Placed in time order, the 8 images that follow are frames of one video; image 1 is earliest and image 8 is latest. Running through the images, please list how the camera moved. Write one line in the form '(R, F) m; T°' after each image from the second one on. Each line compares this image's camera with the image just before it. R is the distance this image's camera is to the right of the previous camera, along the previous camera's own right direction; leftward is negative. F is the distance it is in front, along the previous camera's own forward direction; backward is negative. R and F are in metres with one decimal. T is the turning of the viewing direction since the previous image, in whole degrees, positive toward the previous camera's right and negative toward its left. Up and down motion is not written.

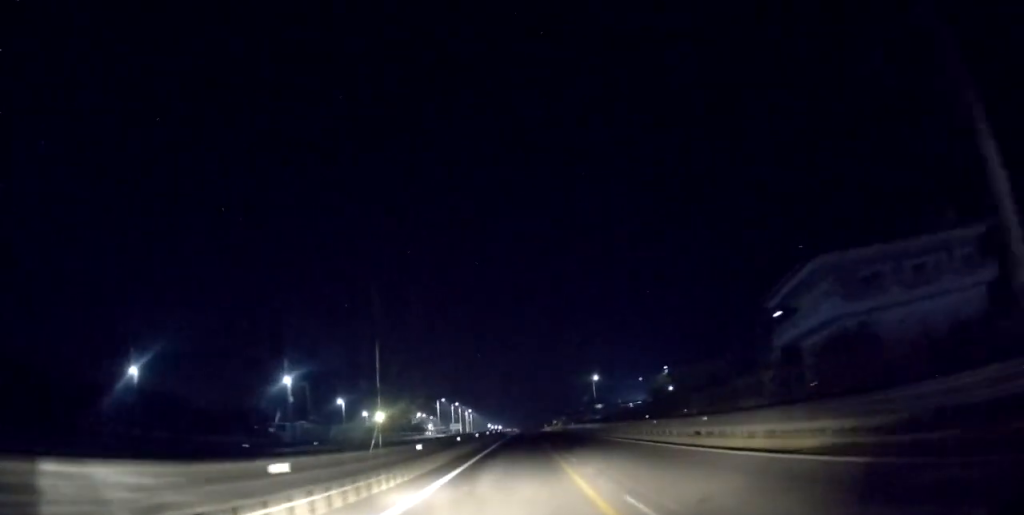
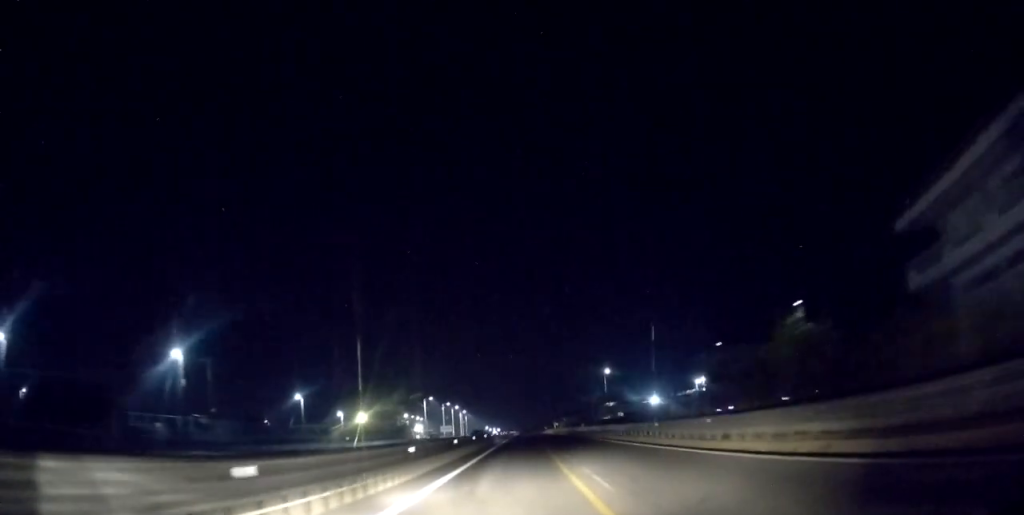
(-0.2, +18.9) m; 0°
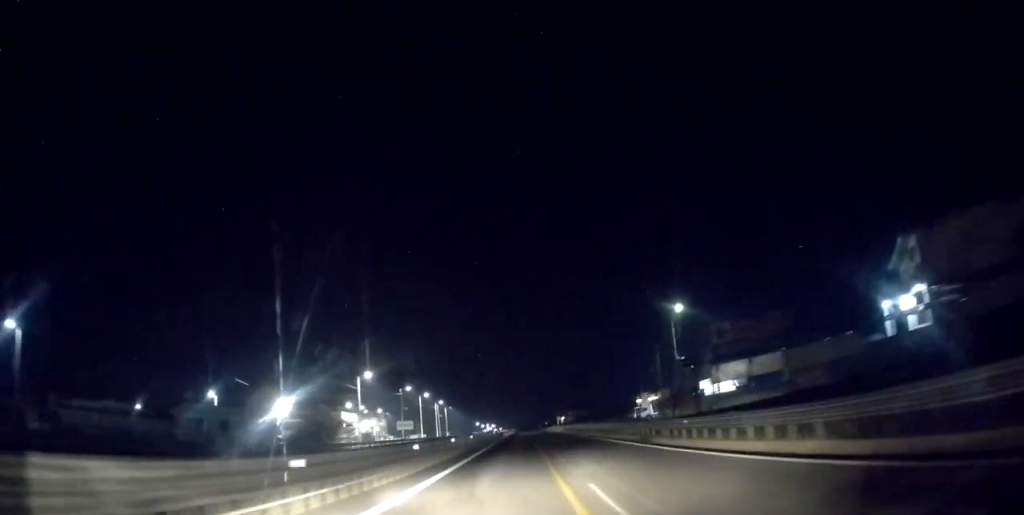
(+0.6, +52.0) m; +1°
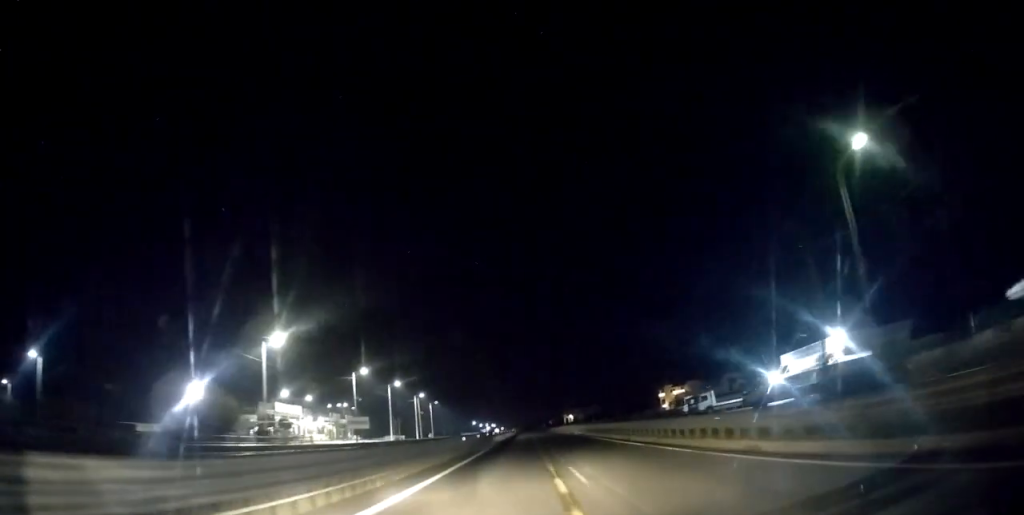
(-0.3, +32.2) m; -1°
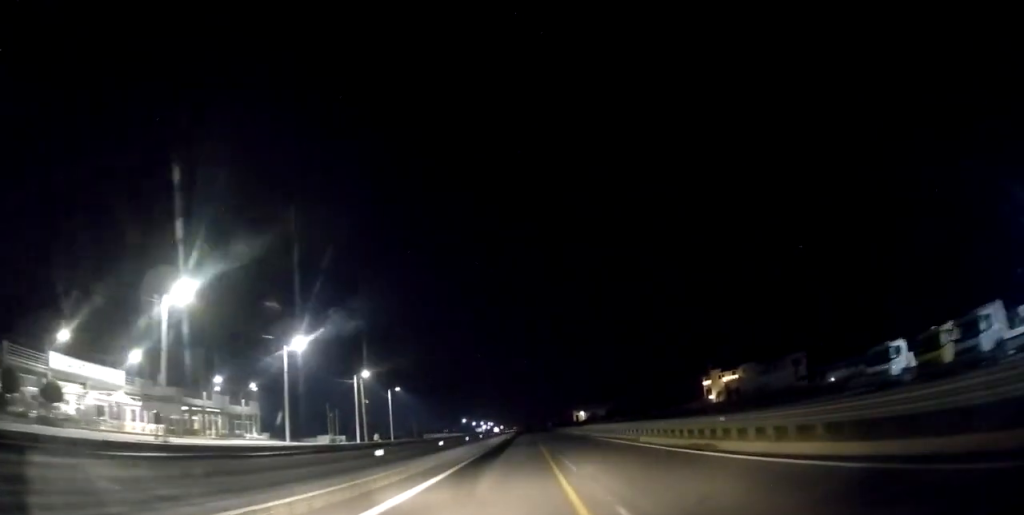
(-0.2, +44.9) m; -1°
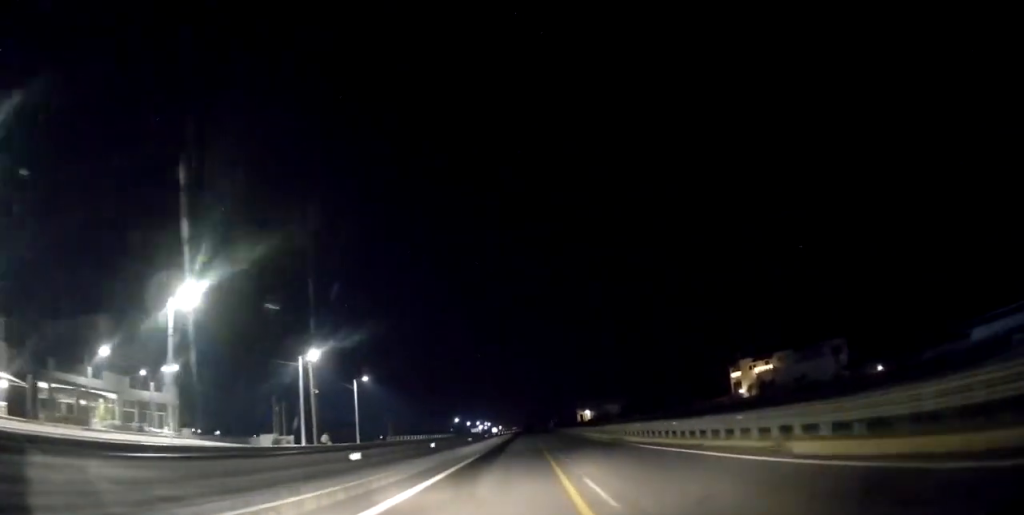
(-0.2, +19.9) m; 0°
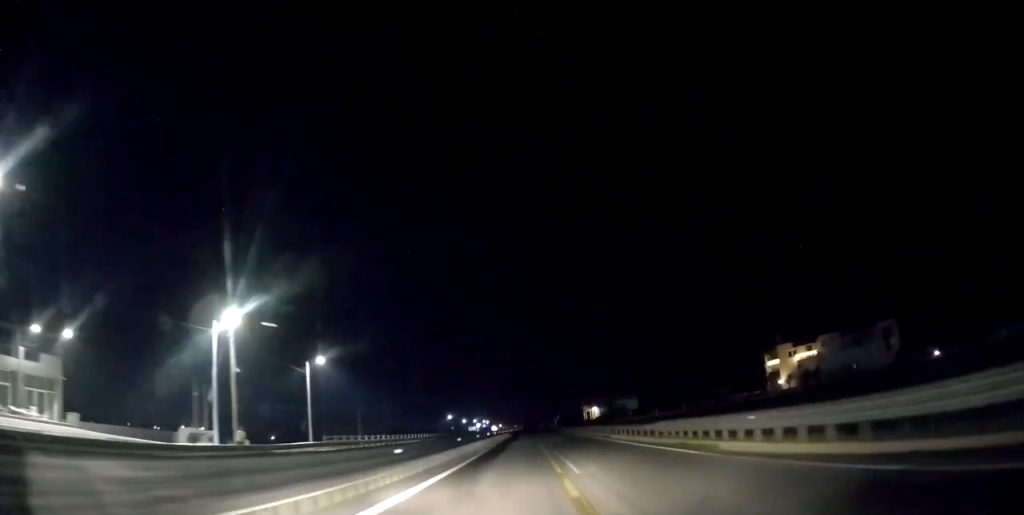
(+0.2, +18.8) m; 0°
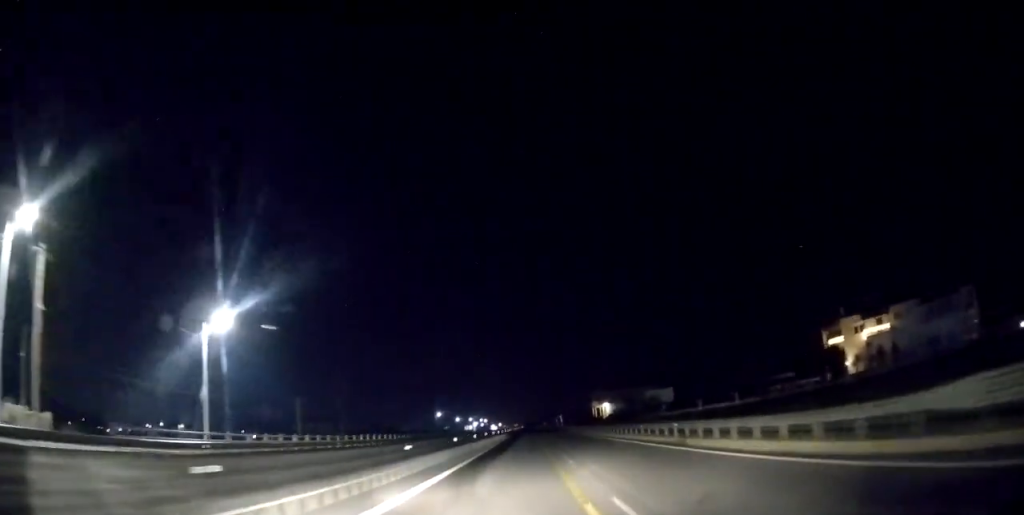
(+0.1, +21.6) m; 0°
